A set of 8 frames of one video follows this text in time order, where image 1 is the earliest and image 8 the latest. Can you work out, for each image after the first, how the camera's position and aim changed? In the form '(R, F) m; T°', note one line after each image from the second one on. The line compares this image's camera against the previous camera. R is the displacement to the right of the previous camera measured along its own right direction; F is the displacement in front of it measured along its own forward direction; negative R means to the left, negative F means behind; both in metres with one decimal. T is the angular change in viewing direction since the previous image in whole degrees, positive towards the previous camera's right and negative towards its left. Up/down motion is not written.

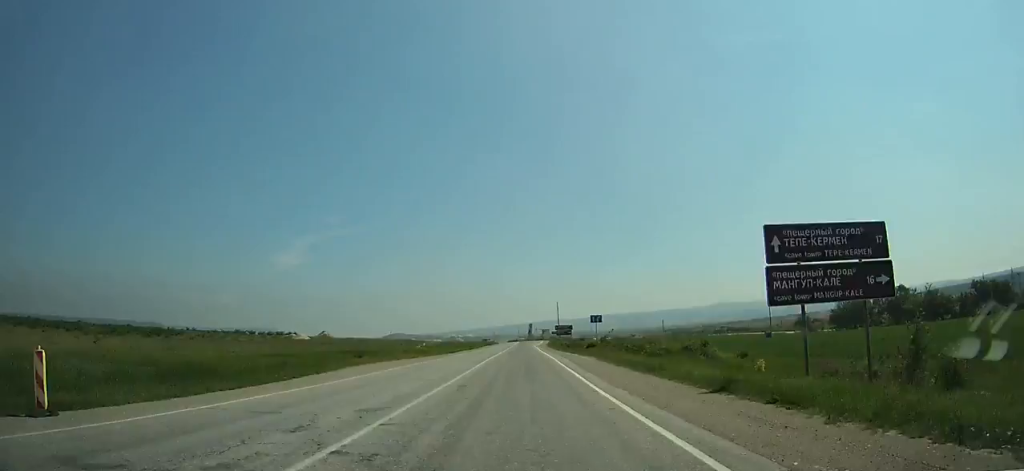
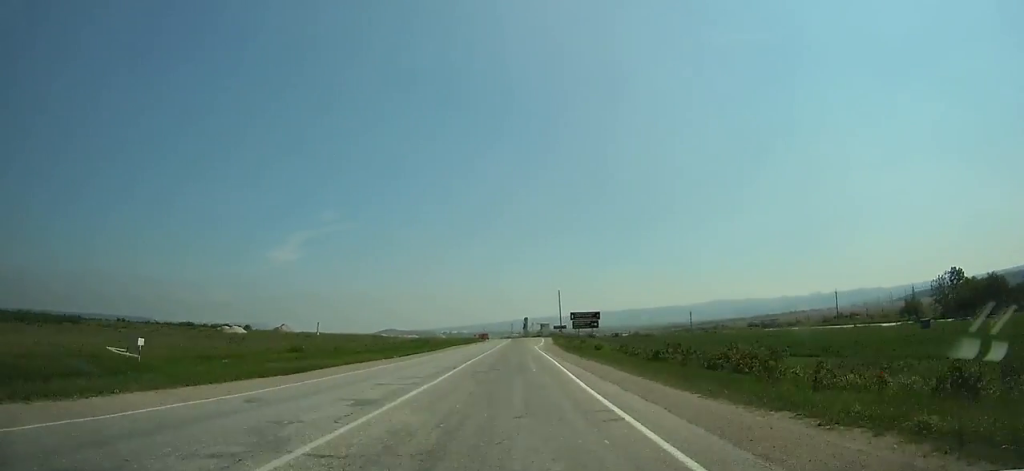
(+0.1, +59.3) m; 0°
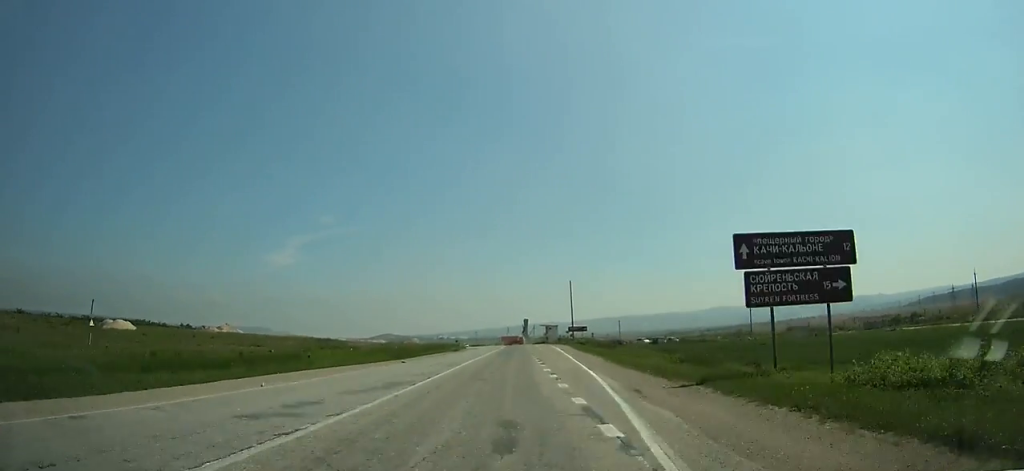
(+0.2, +66.2) m; 0°
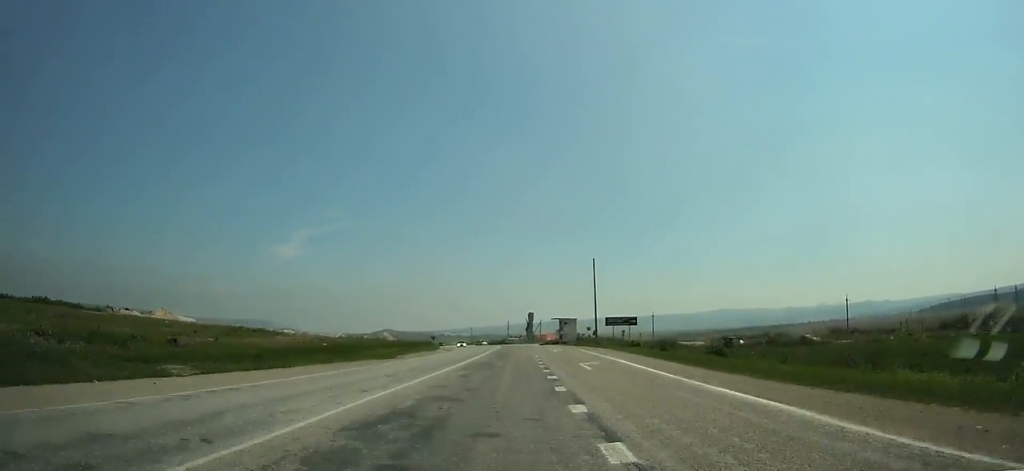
(-0.1, +51.4) m; 0°
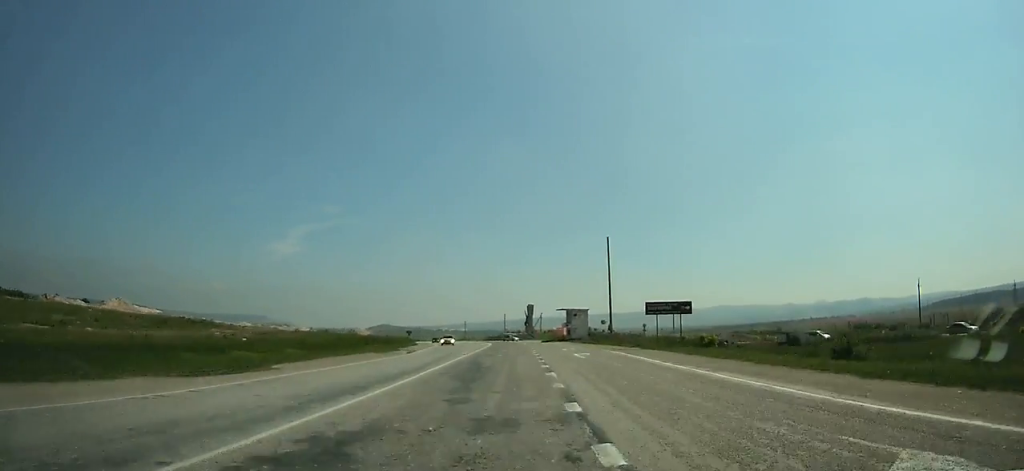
(-0.1, +25.2) m; -1°
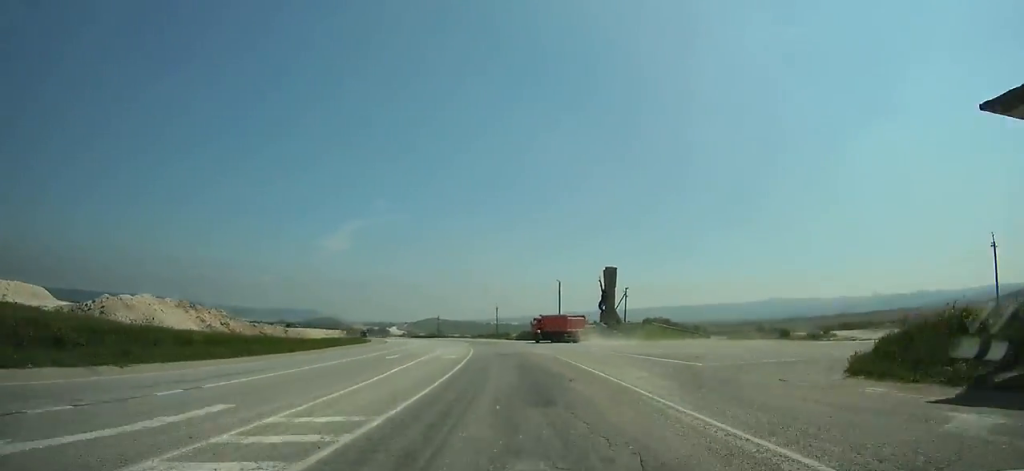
(-2.8, +91.3) m; -6°
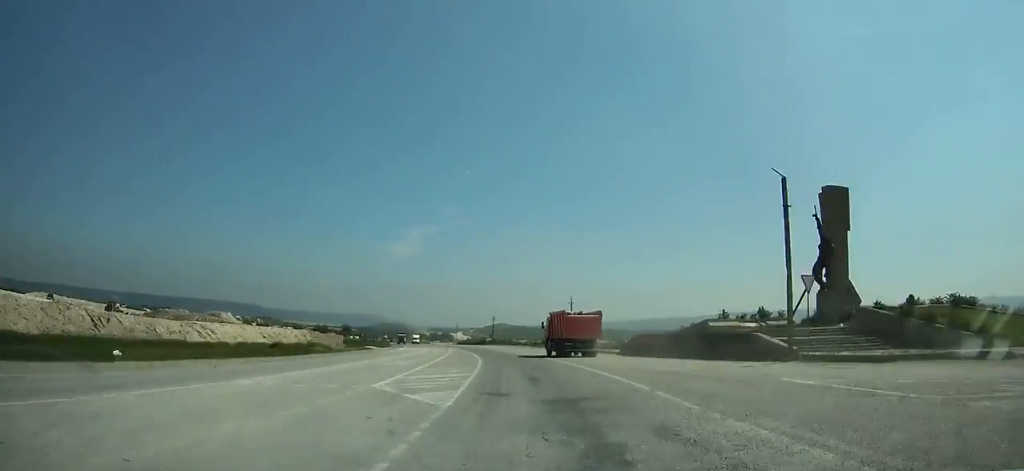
(-3.1, +52.1) m; -6°
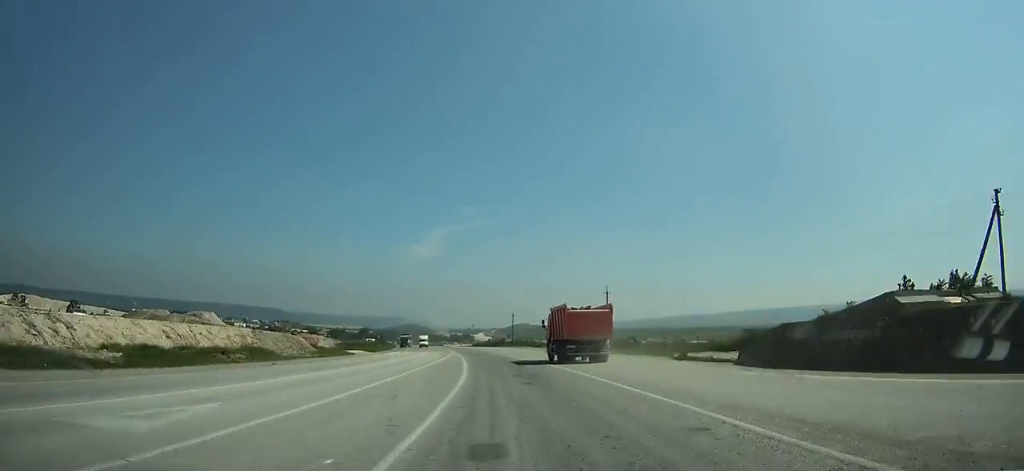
(-0.4, +22.0) m; -2°
